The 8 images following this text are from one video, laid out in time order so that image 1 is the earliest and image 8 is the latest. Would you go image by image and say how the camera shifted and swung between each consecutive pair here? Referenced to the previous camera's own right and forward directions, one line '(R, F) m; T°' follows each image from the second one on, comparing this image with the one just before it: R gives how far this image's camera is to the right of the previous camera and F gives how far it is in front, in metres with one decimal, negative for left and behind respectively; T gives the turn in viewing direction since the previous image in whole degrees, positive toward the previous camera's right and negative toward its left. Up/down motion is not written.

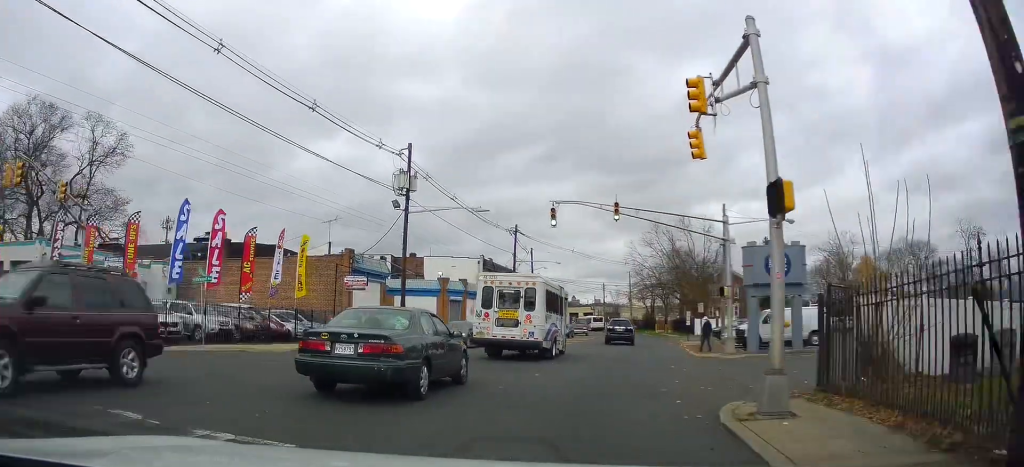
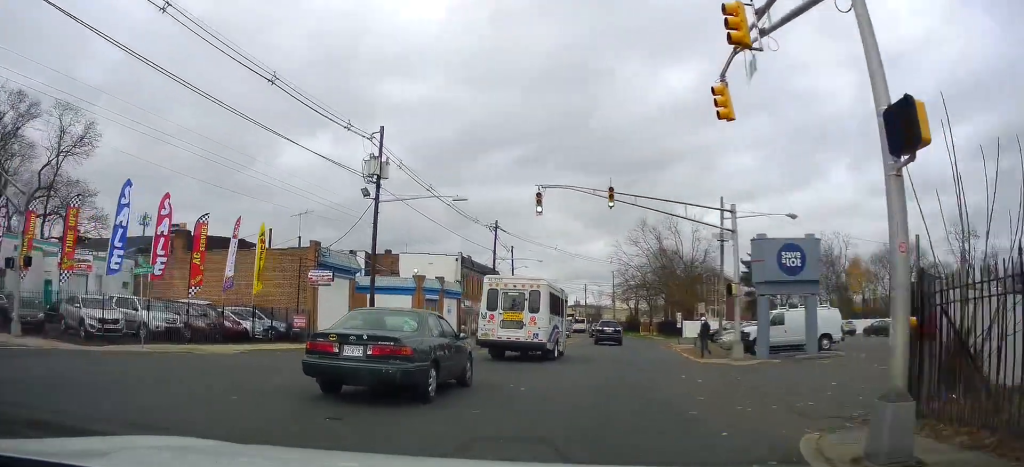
(+0.1, +3.2) m; +3°
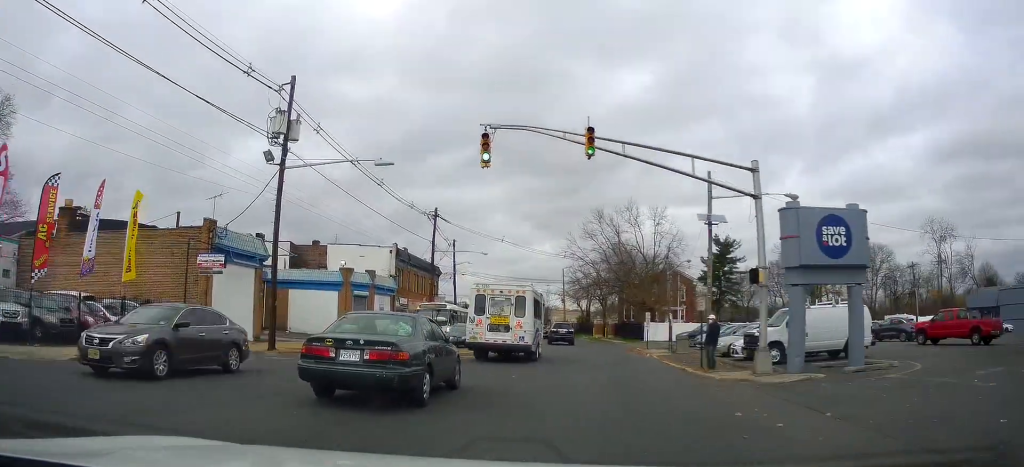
(+0.3, +6.6) m; +5°
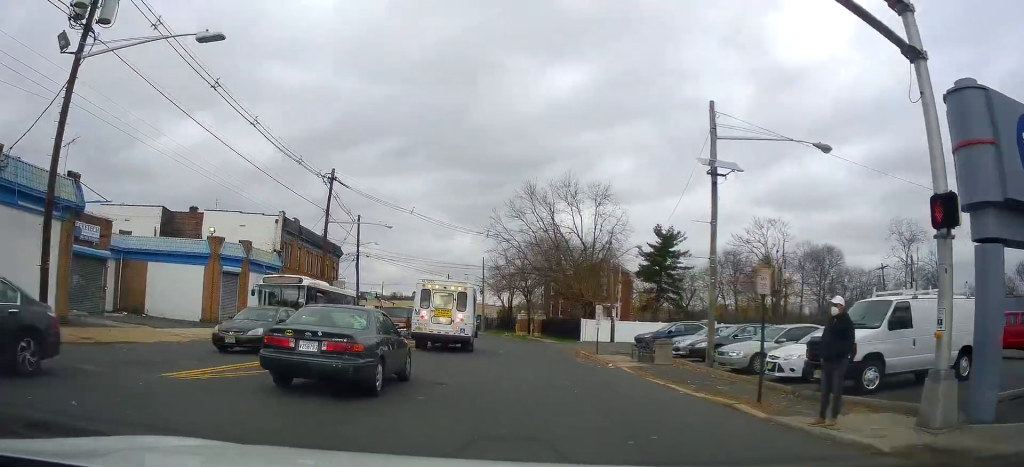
(+0.6, +9.9) m; +6°
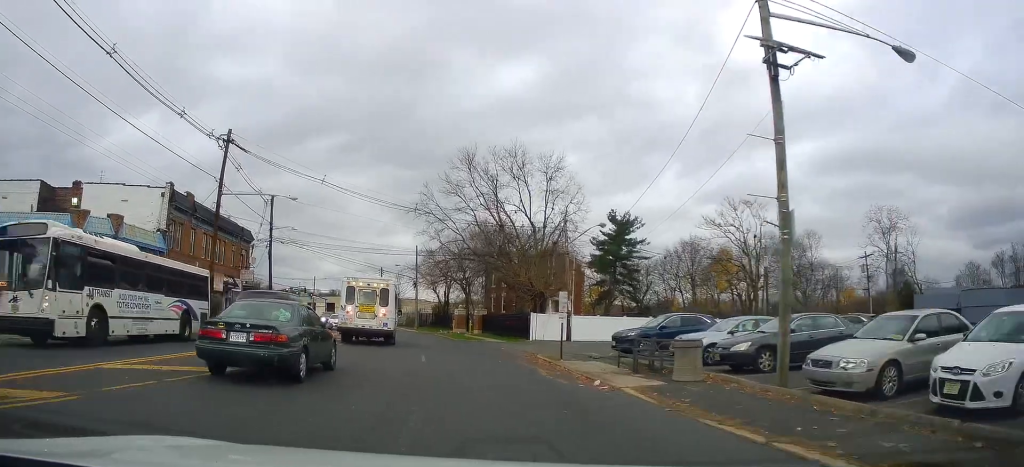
(+0.3, +8.6) m; +5°
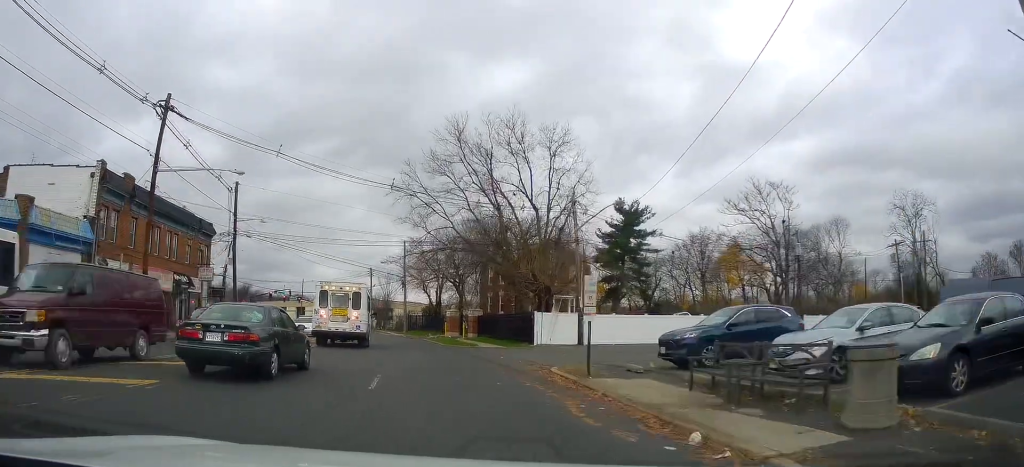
(+0.3, +7.1) m; +2°
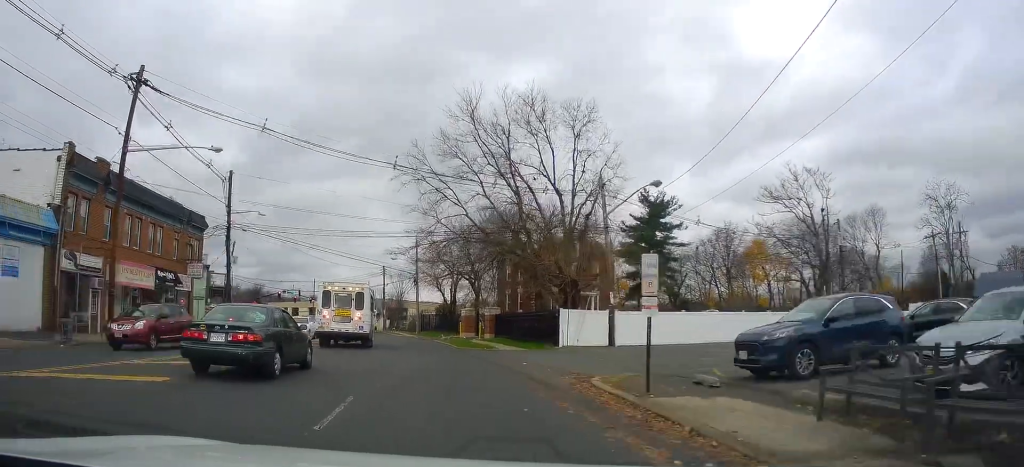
(+0.2, +3.8) m; 0°
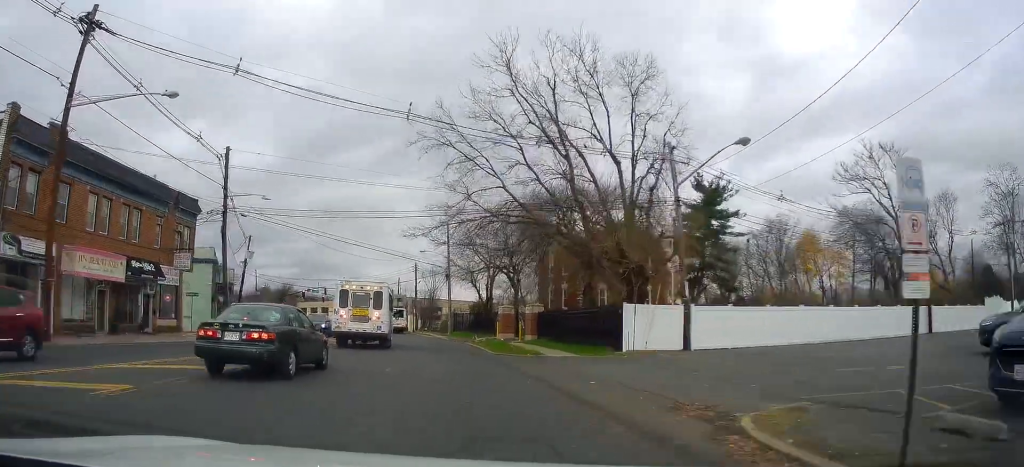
(-0.2, +6.5) m; -4°
